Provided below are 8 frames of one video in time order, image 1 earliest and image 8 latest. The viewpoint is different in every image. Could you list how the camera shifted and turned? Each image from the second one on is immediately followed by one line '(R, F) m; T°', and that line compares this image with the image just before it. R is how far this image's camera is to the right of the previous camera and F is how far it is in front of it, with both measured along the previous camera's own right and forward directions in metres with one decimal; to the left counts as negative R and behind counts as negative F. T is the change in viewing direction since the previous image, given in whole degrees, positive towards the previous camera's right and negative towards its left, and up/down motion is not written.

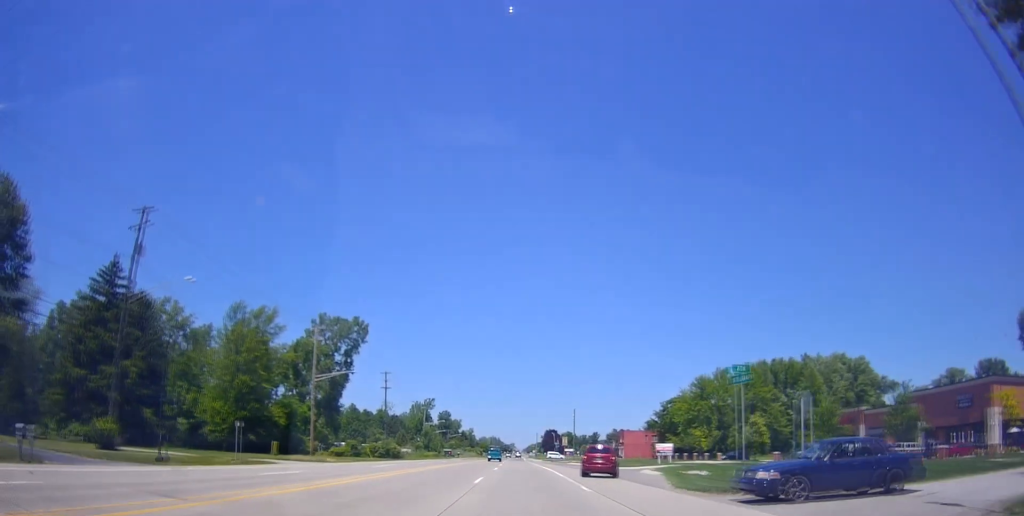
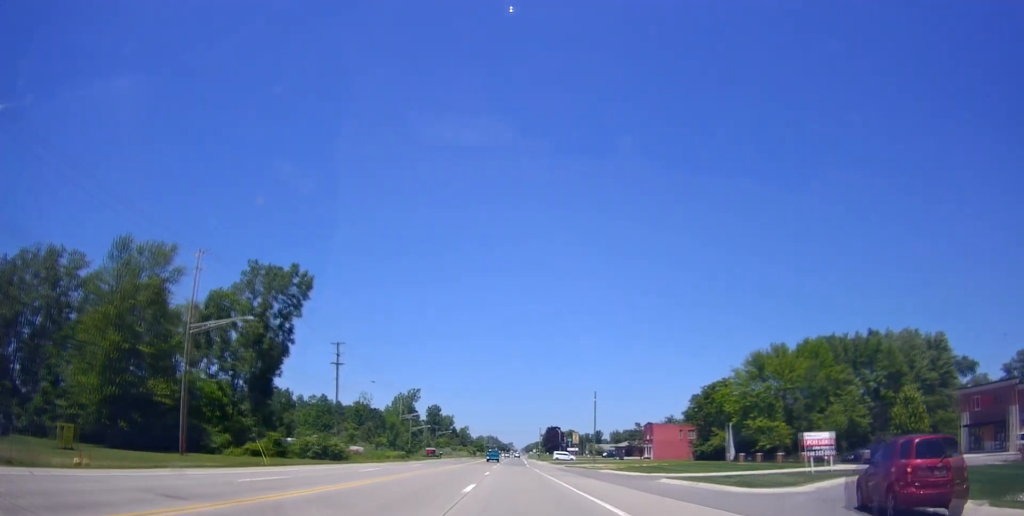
(+1.0, +33.6) m; +1°
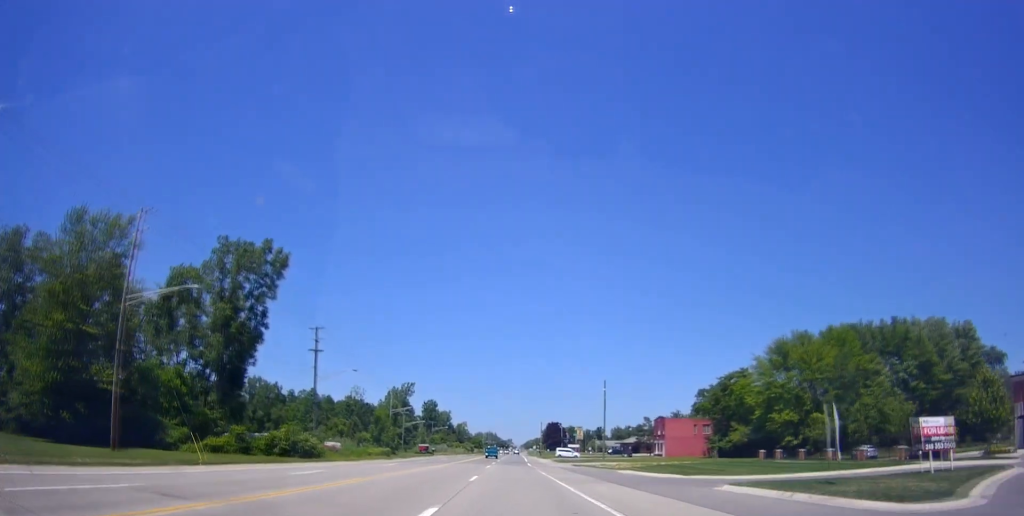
(-0.1, +9.9) m; 0°
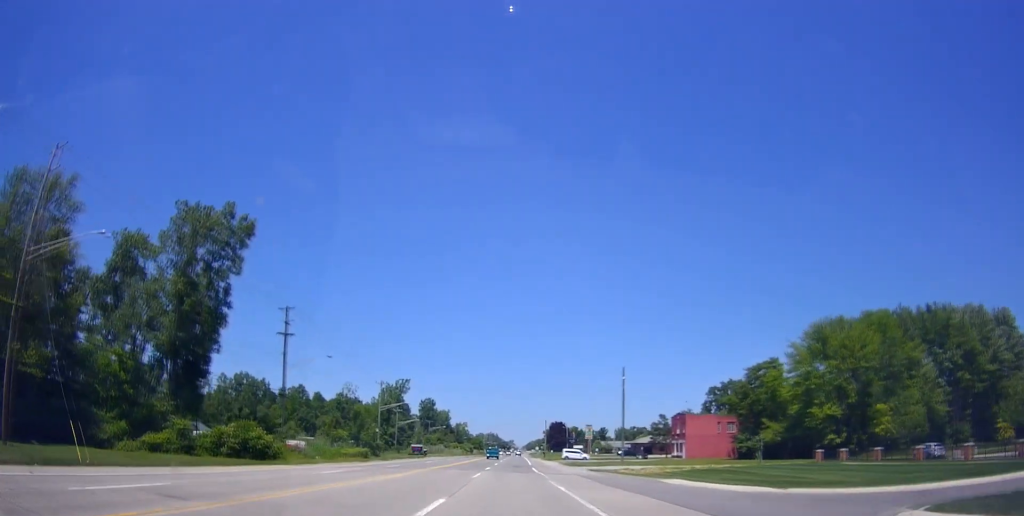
(-0.1, +11.9) m; 0°
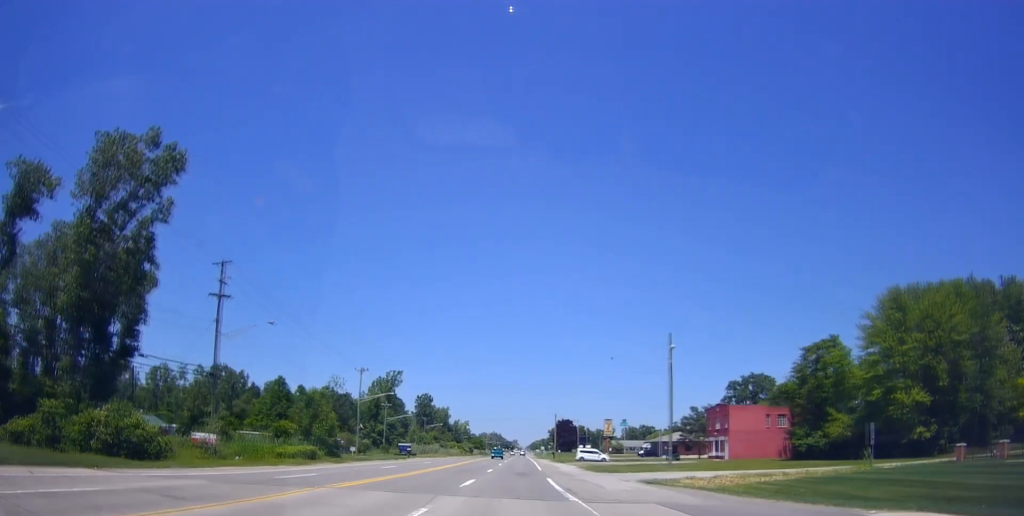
(0.0, +18.1) m; 0°
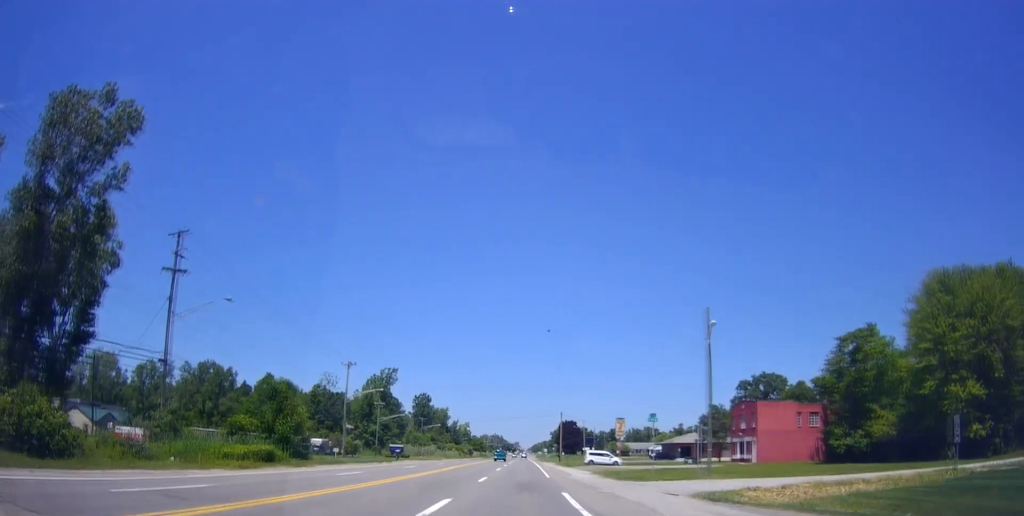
(-0.1, +8.9) m; 0°
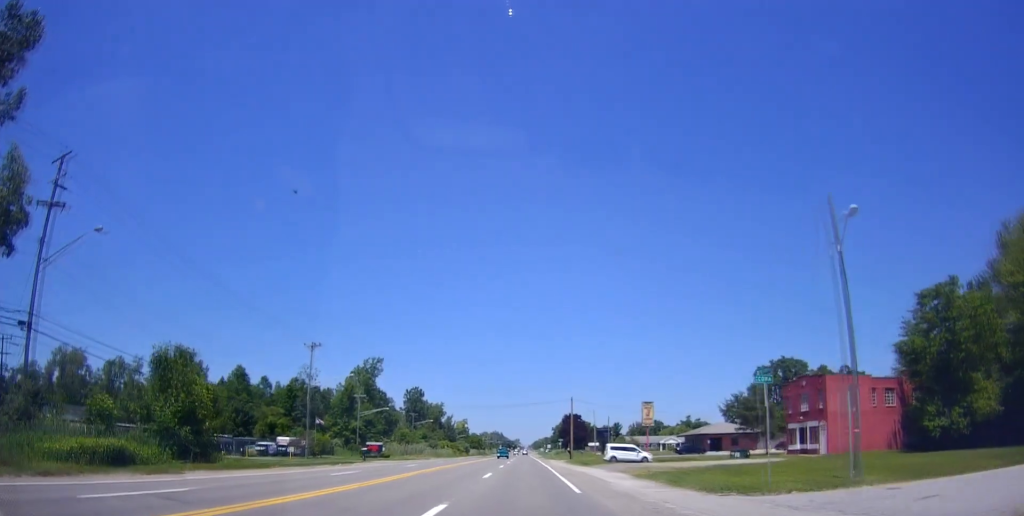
(-0.1, +16.5) m; 0°
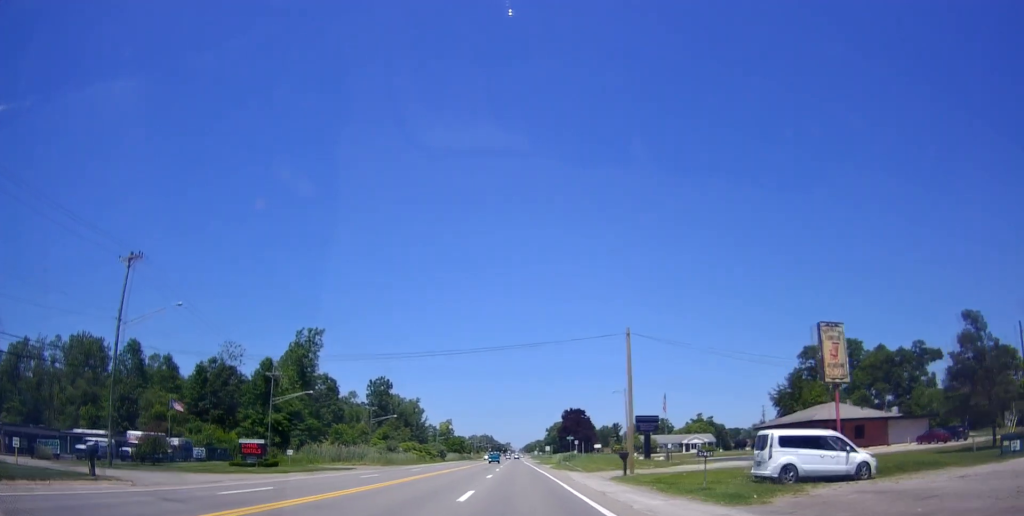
(+0.8, +39.5) m; +2°
